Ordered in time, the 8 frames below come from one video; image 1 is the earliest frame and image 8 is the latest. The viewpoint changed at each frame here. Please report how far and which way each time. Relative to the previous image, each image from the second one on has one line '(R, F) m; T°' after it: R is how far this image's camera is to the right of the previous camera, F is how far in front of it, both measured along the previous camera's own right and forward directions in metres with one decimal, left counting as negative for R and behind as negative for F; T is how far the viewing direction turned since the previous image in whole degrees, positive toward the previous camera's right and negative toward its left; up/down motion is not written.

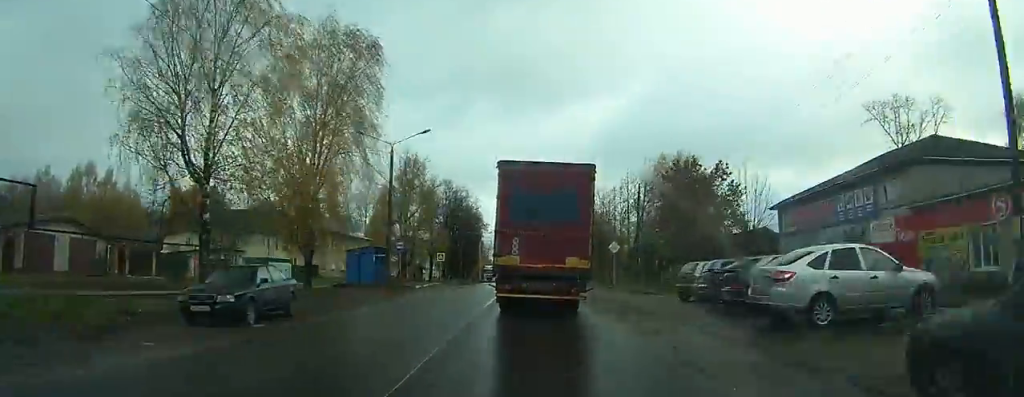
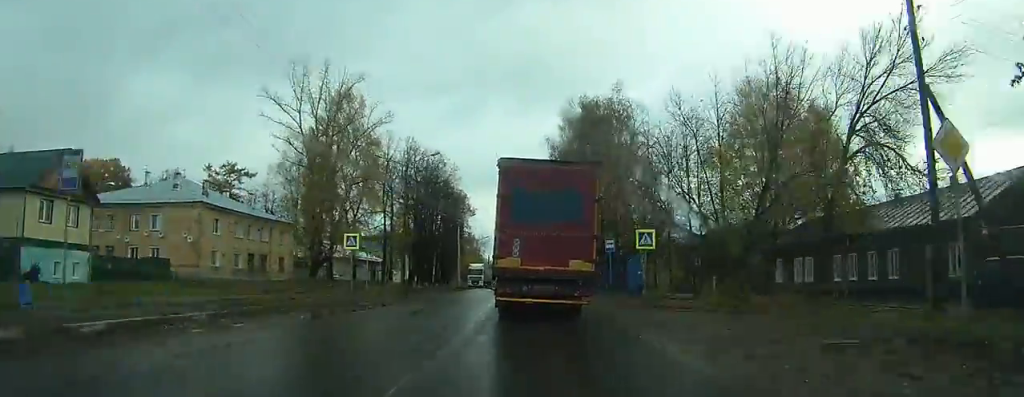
(-1.2, +35.9) m; -1°
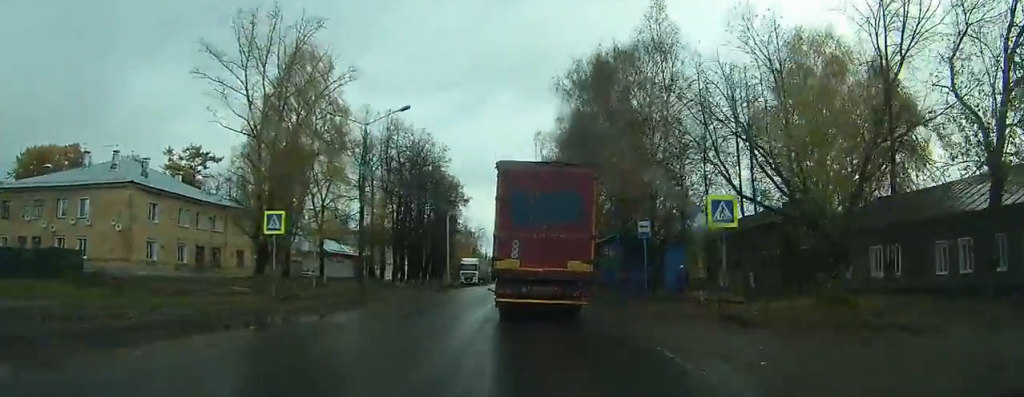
(-0.2, +11.3) m; +3°
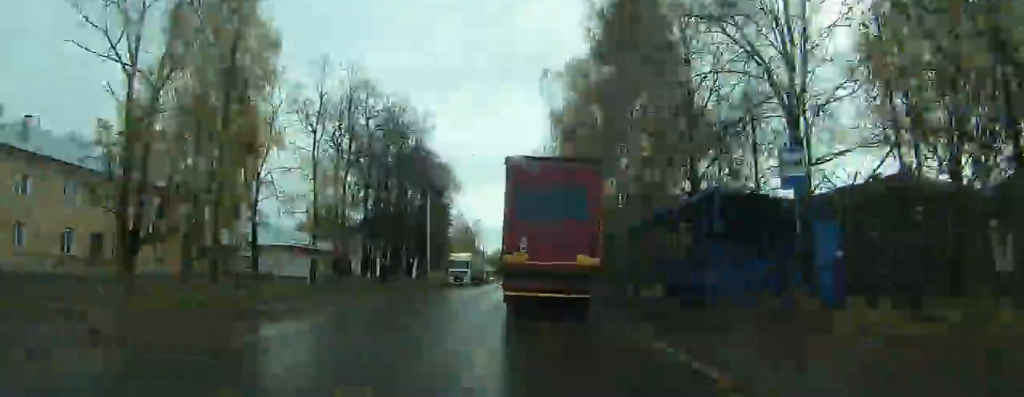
(+1.9, +16.6) m; +3°
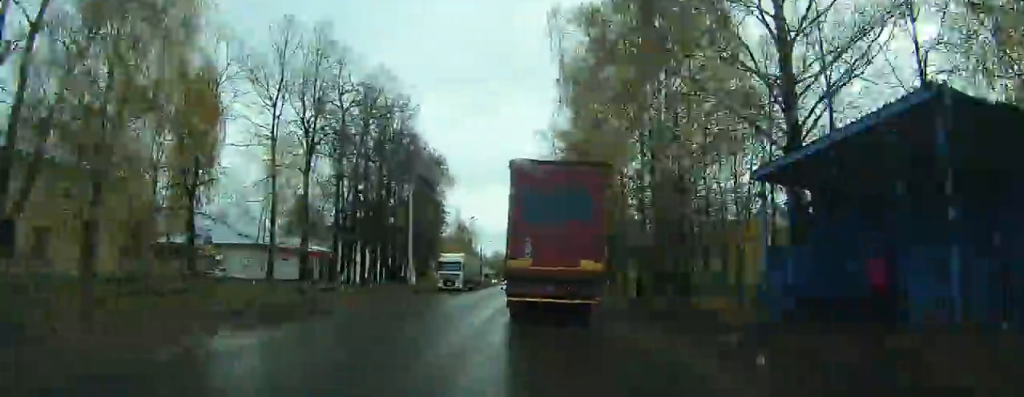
(-0.6, +9.3) m; -3°
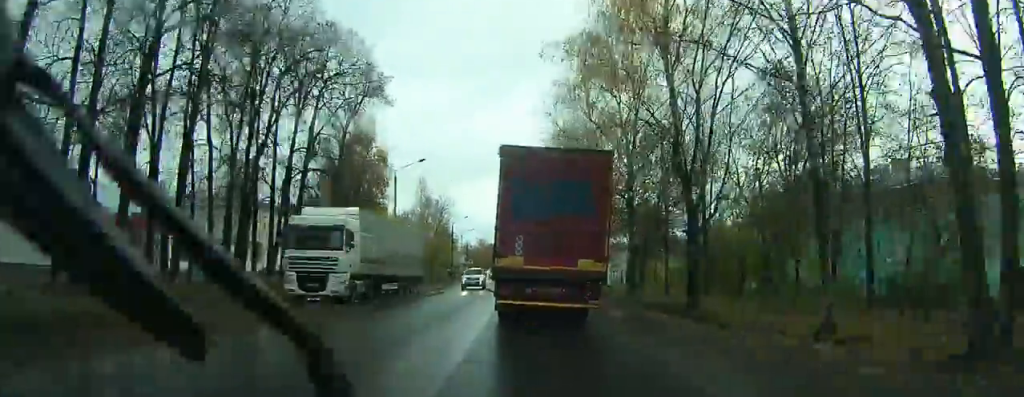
(-1.2, +37.2) m; -1°
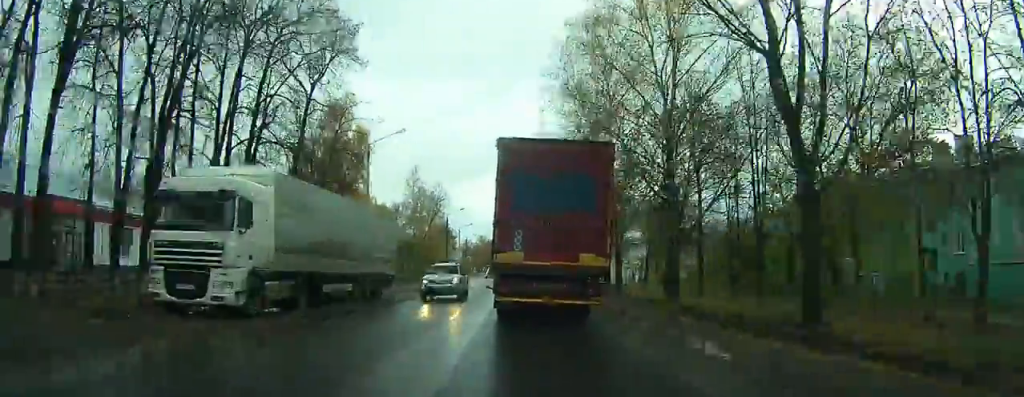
(+0.1, +8.8) m; +1°
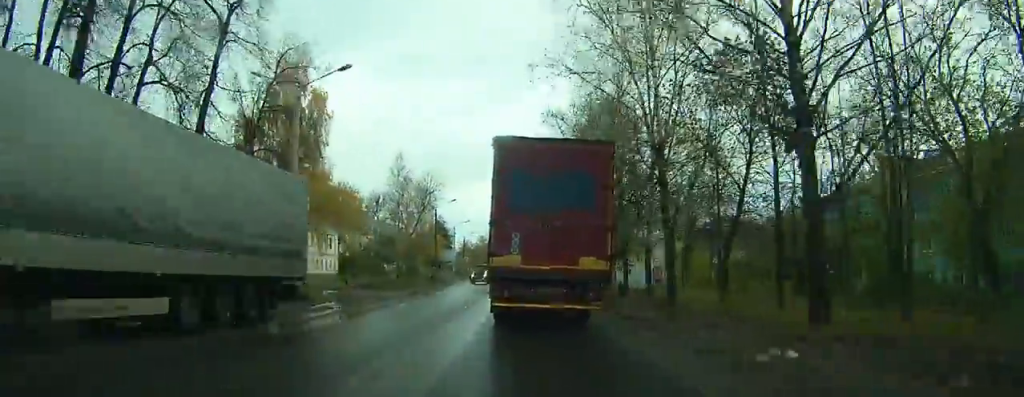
(0.0, +12.5) m; 0°
